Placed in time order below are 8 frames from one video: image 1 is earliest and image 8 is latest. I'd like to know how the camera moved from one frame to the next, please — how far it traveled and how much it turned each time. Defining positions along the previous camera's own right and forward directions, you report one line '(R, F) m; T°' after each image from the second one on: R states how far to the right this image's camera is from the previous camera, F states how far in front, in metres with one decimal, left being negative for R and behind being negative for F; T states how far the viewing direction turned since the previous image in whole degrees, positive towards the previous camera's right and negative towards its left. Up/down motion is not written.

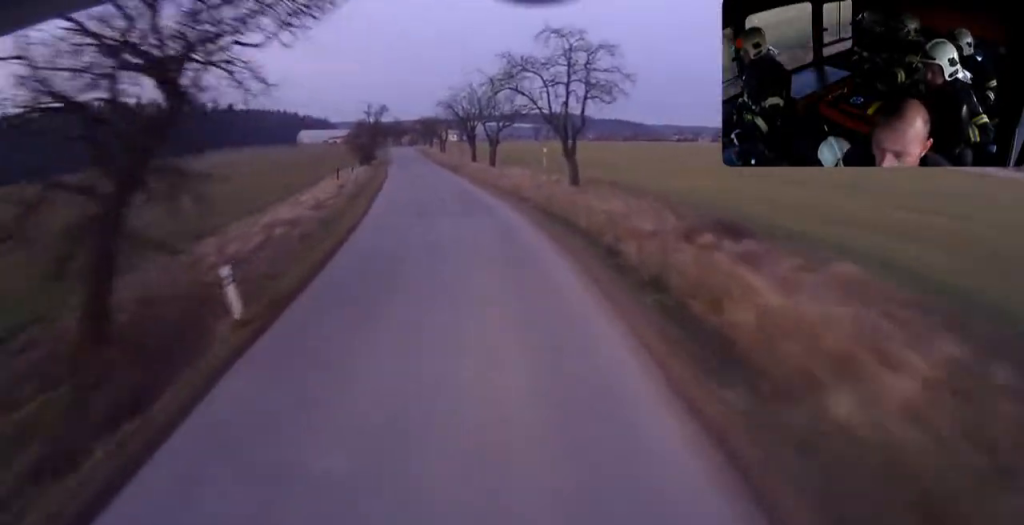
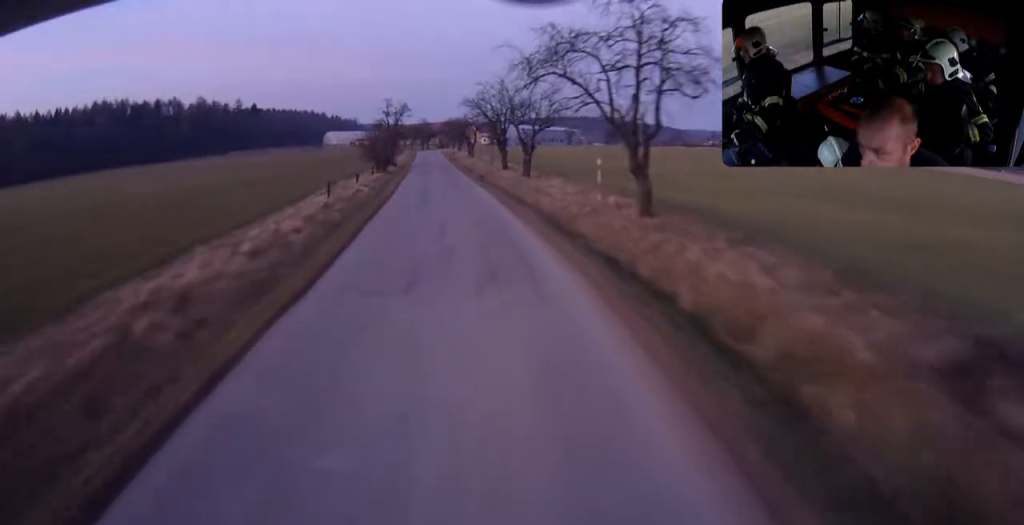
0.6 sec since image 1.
(-0.2, +10.4) m; -2°
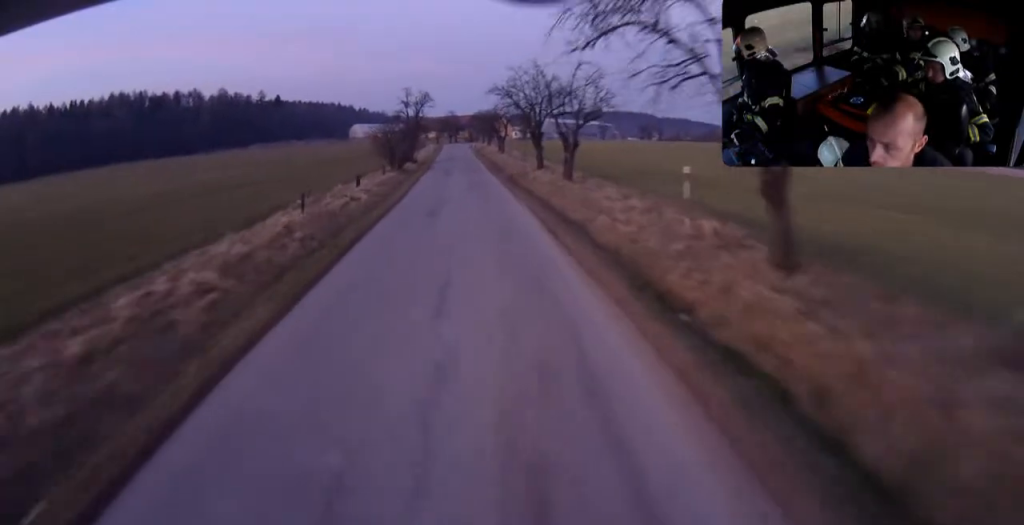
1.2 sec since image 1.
(-0.2, +10.0) m; -1°
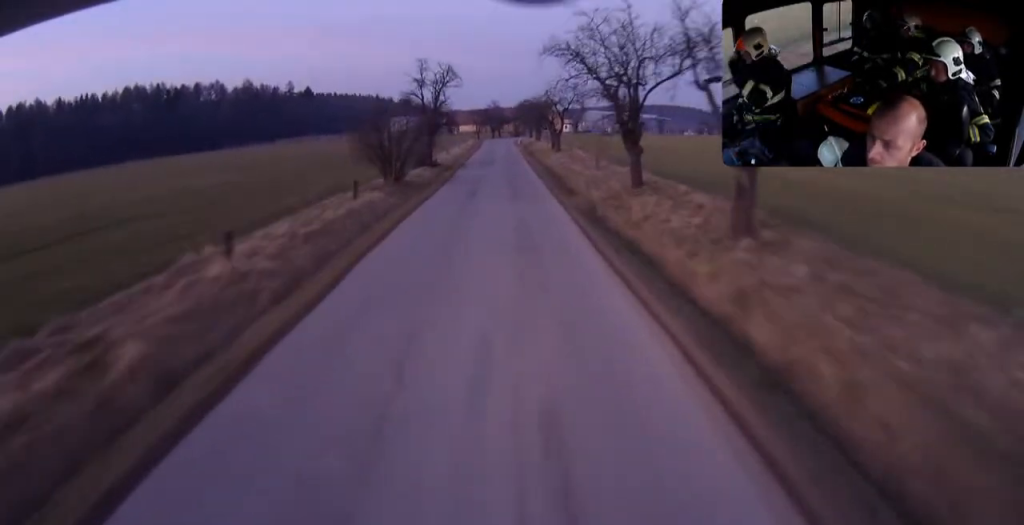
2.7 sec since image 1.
(-0.4, +24.5) m; -2°
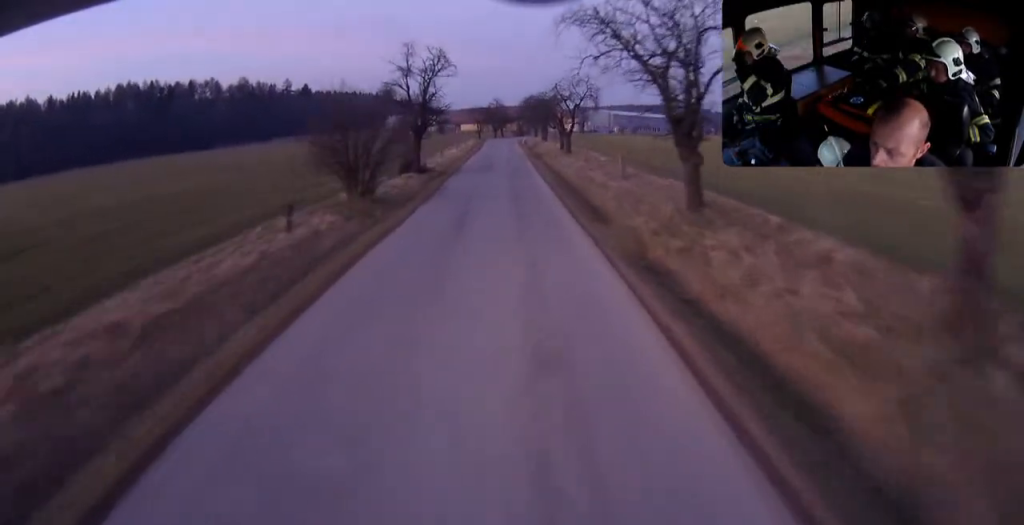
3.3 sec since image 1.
(-0.1, +9.5) m; -1°
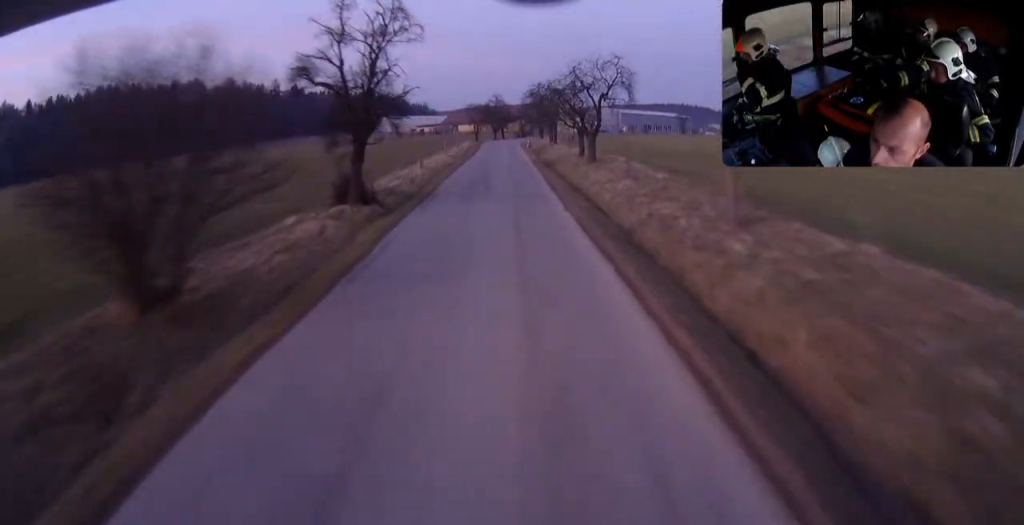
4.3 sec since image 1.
(-0.1, +18.0) m; 0°
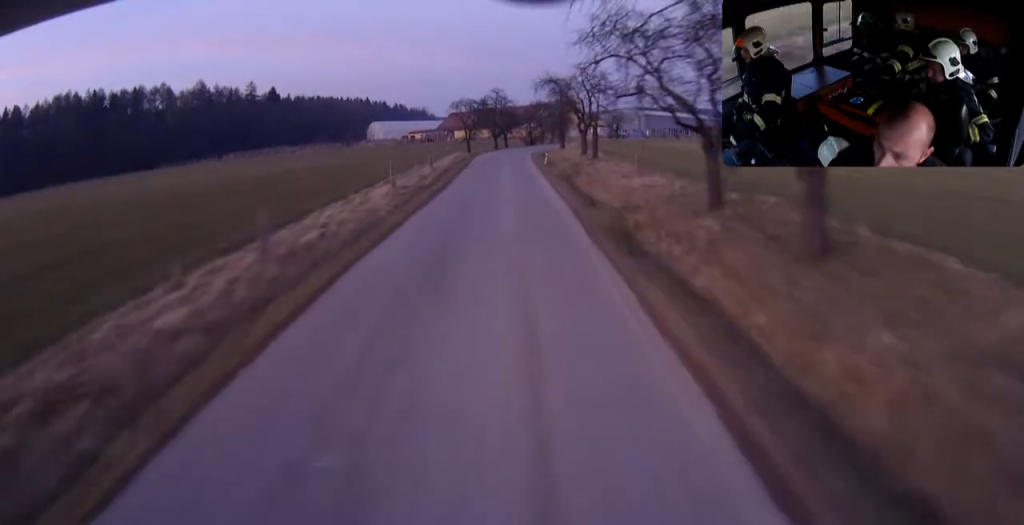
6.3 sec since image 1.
(+0.1, +34.3) m; -1°
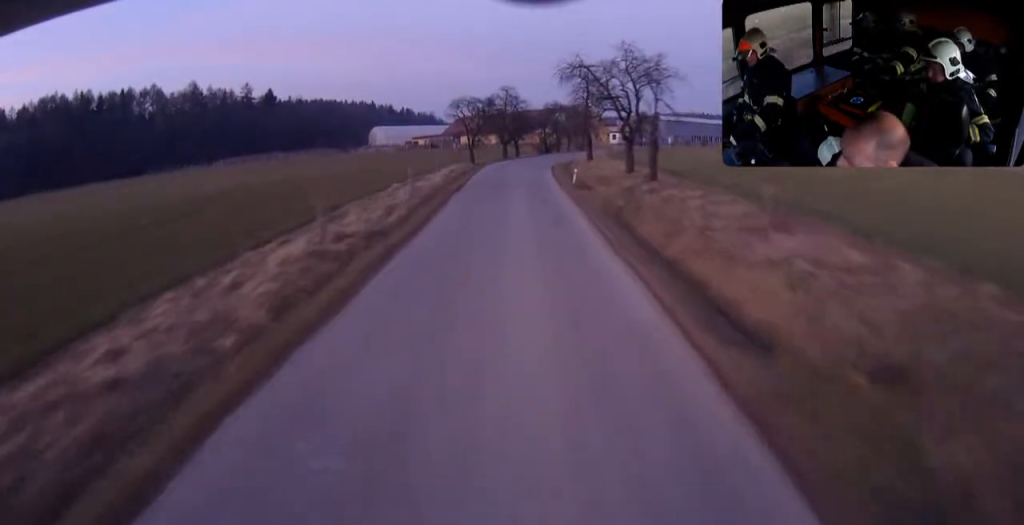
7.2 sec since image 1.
(-0.2, +15.5) m; 0°
